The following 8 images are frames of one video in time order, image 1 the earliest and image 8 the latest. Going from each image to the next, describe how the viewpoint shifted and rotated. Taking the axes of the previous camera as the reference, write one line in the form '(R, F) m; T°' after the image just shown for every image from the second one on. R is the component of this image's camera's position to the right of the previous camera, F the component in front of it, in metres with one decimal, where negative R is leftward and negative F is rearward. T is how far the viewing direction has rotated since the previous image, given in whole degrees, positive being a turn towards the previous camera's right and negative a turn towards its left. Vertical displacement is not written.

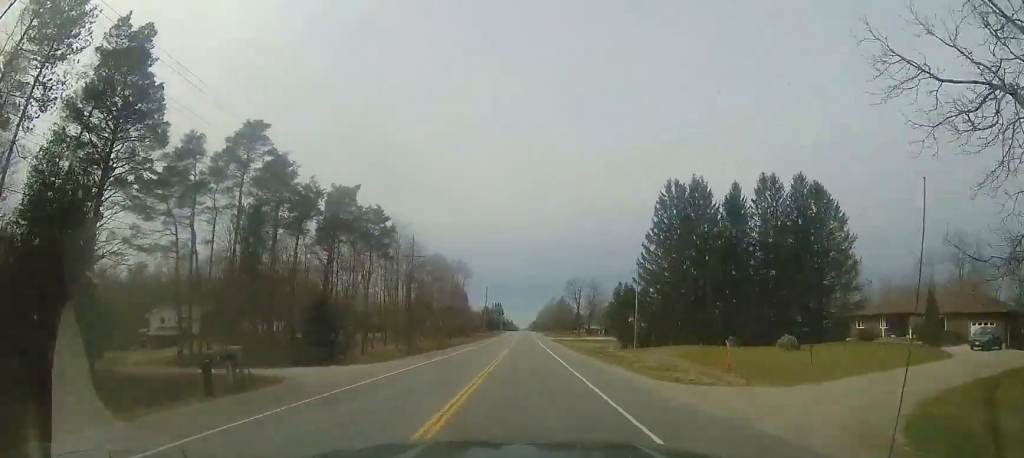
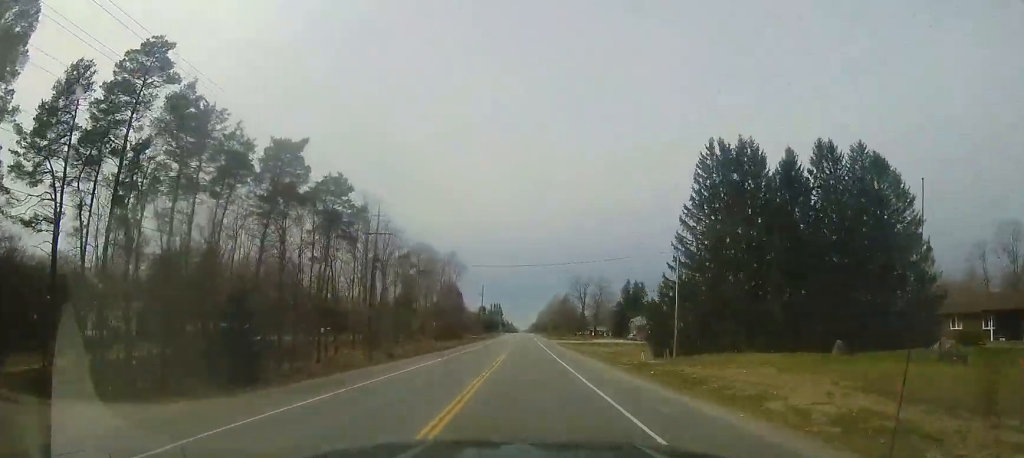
(+0.2, +12.4) m; 0°
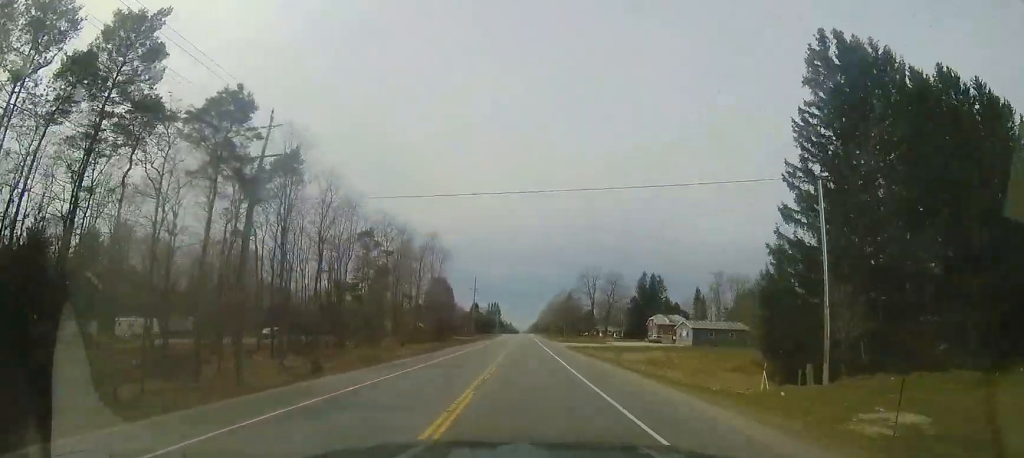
(+0.2, +18.1) m; 0°
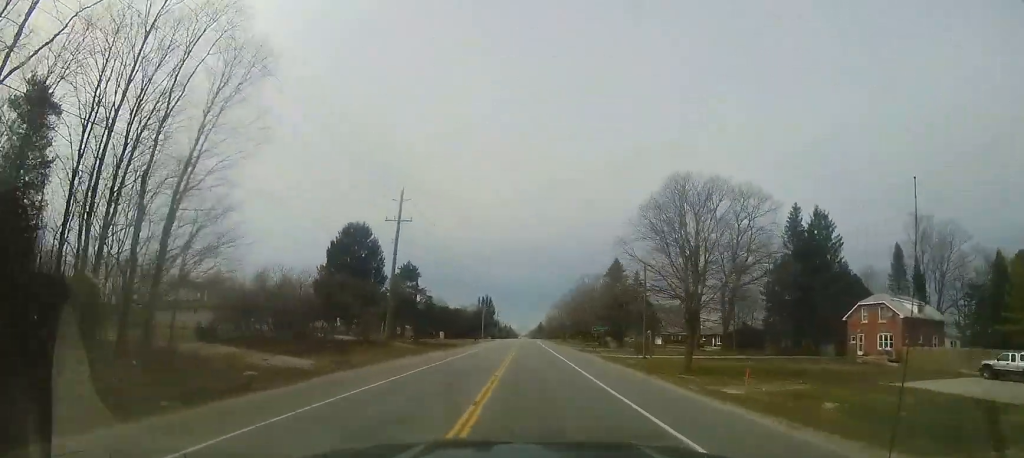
(-1.4, +66.6) m; -1°
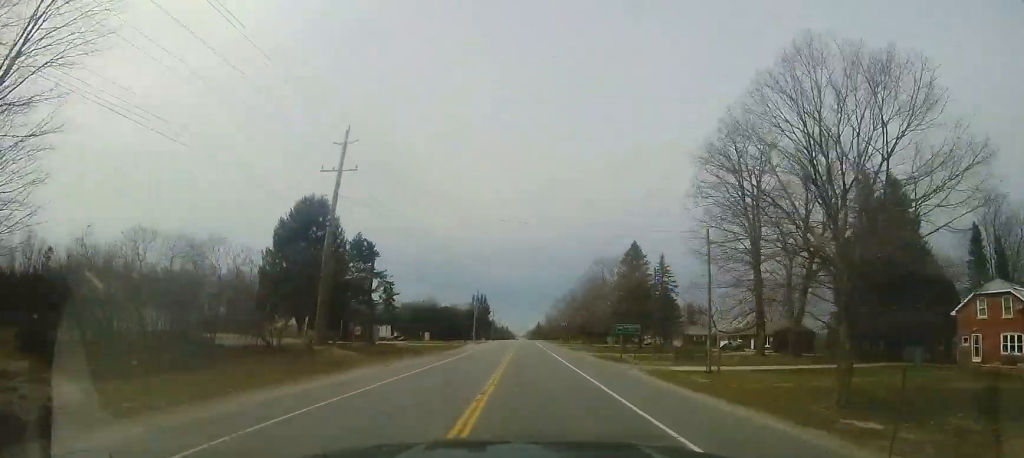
(0.0, +13.4) m; 0°
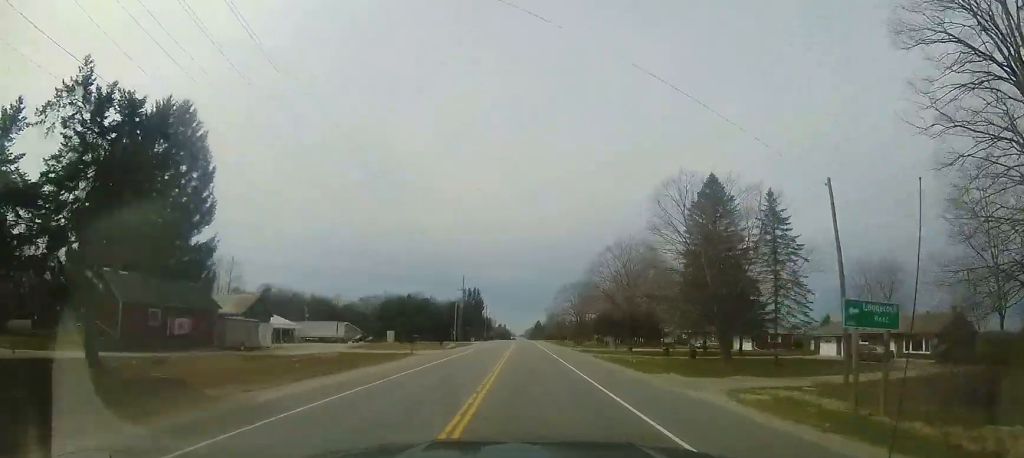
(+0.2, +24.8) m; 0°
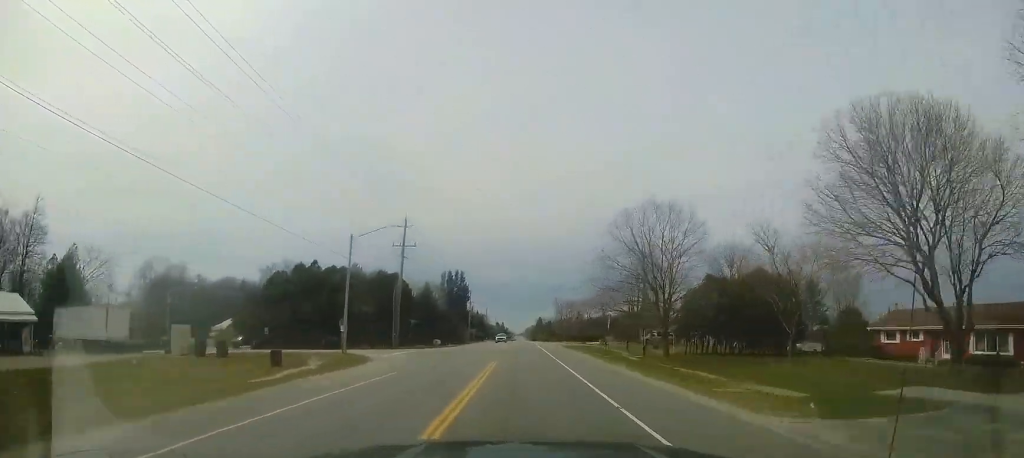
(+0.1, +44.7) m; 0°
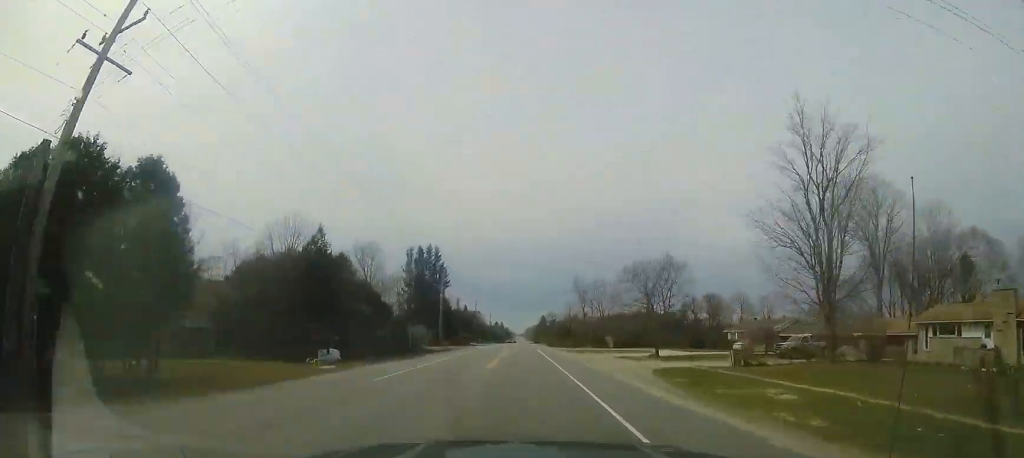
(+0.2, +37.6) m; 0°
